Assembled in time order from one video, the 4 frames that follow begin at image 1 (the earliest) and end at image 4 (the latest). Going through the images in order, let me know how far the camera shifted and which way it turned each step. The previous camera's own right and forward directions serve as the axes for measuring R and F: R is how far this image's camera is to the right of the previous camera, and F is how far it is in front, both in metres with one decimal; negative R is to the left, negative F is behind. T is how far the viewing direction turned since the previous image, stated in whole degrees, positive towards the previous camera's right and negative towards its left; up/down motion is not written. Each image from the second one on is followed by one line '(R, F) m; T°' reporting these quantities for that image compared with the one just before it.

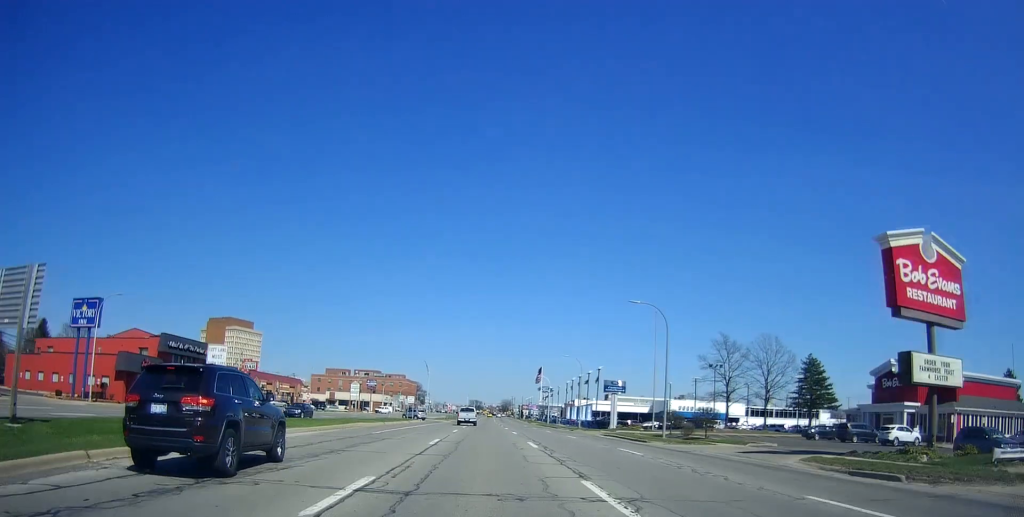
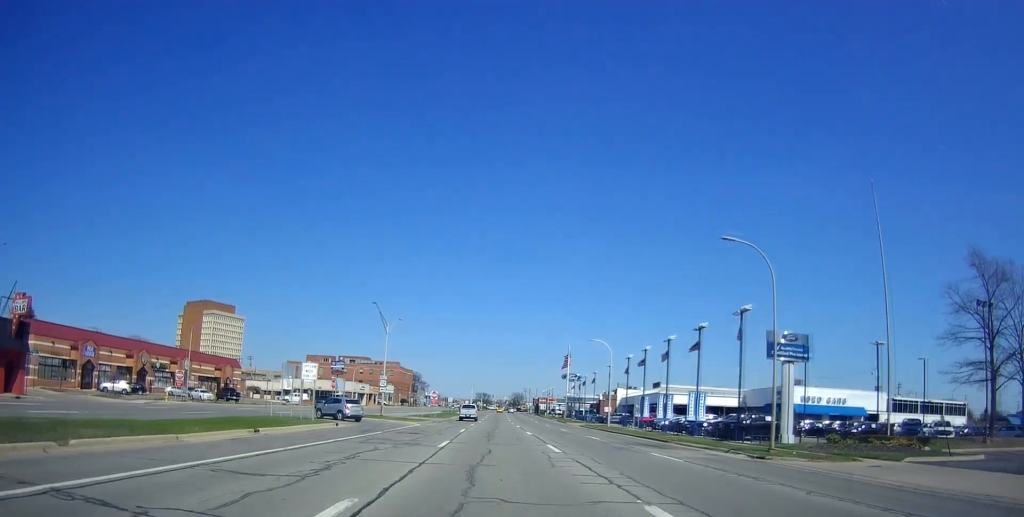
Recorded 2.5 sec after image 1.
(-0.3, +48.9) m; -2°
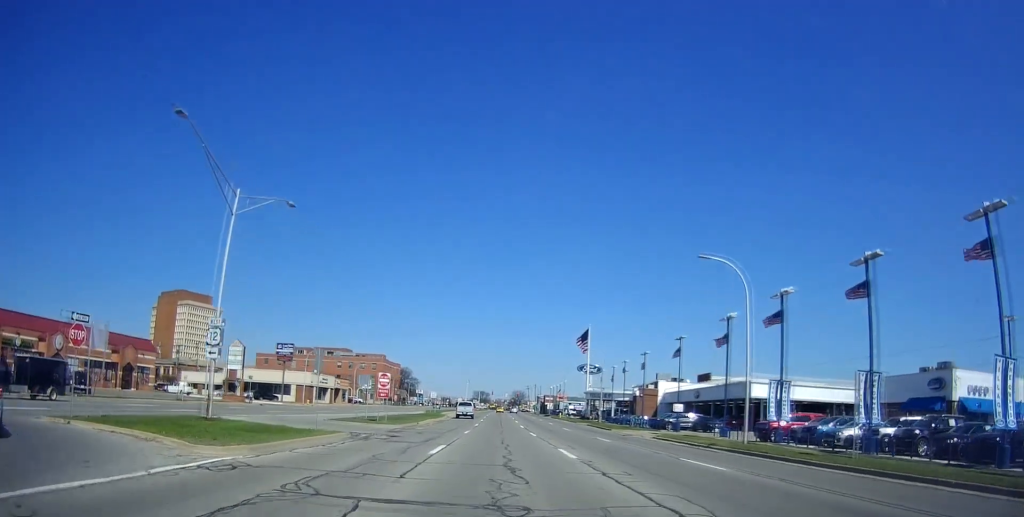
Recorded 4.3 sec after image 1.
(+0.2, +34.1) m; +1°
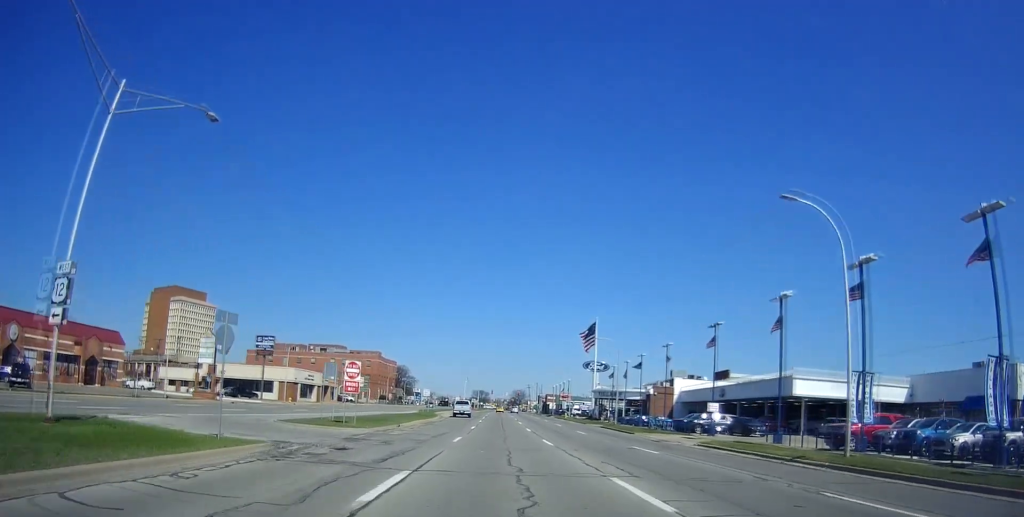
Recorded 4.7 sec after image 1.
(0.0, +9.2) m; 0°
